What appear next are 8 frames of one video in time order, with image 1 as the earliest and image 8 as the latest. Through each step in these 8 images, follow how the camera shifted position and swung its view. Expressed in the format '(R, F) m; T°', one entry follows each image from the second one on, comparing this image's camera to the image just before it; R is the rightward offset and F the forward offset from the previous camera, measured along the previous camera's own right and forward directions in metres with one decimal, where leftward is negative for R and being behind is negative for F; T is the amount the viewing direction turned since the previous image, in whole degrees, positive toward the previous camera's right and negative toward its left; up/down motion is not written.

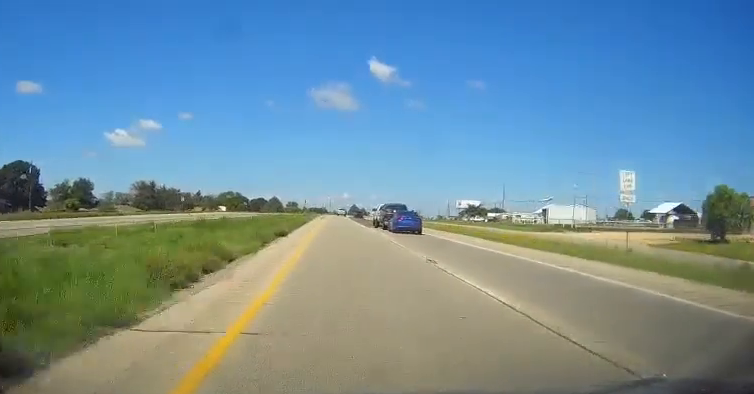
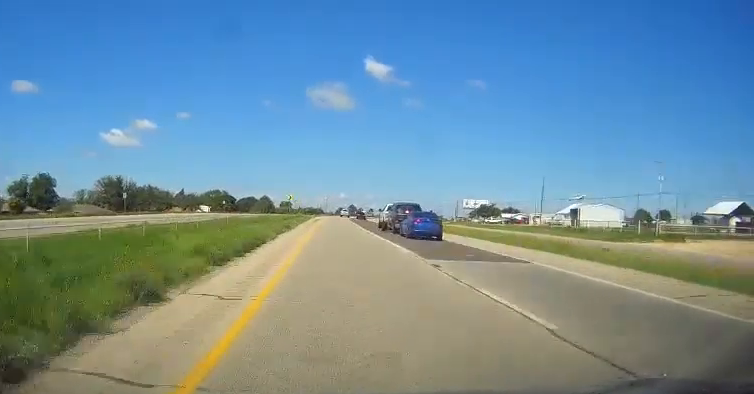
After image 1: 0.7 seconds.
(+0.4, +25.7) m; 0°
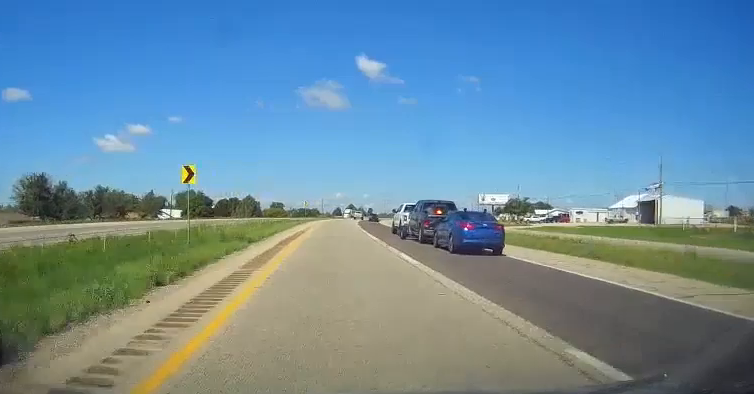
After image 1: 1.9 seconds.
(-0.6, +40.9) m; 0°
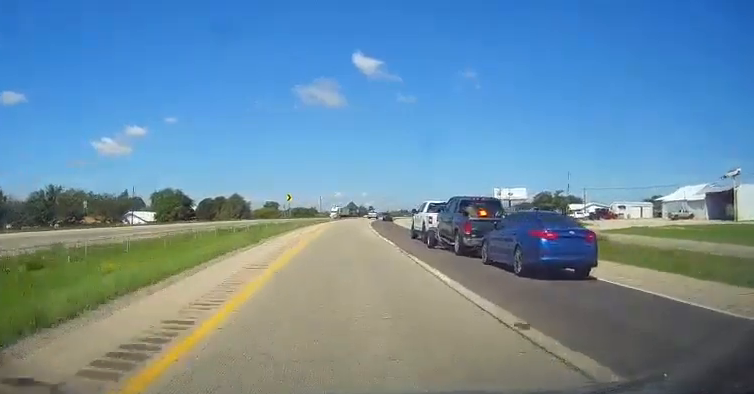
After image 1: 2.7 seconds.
(+0.7, +28.2) m; +1°
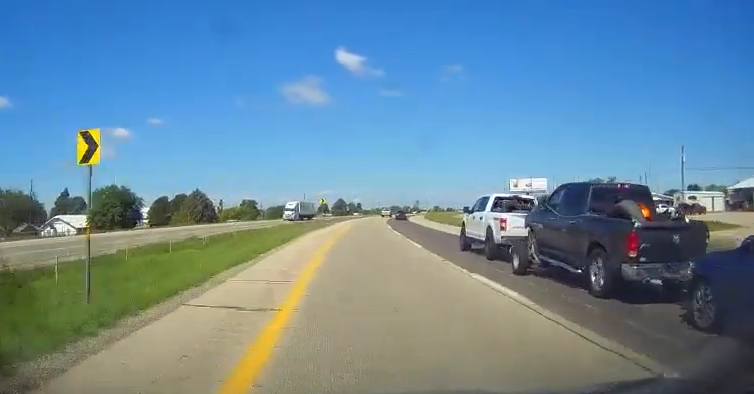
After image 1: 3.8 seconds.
(0.0, +38.7) m; +2°
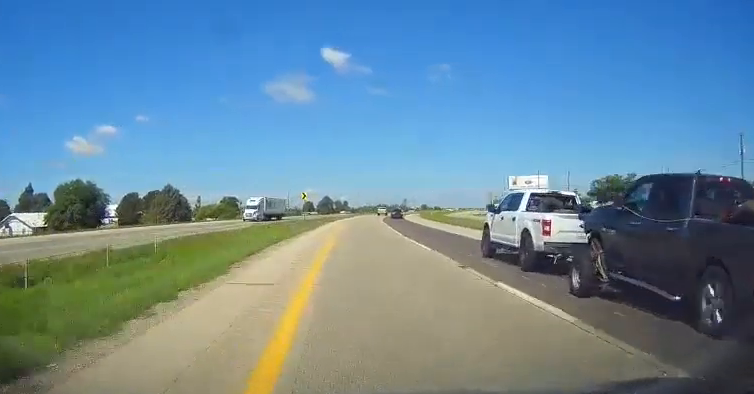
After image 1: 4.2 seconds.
(+0.3, +14.1) m; +1°
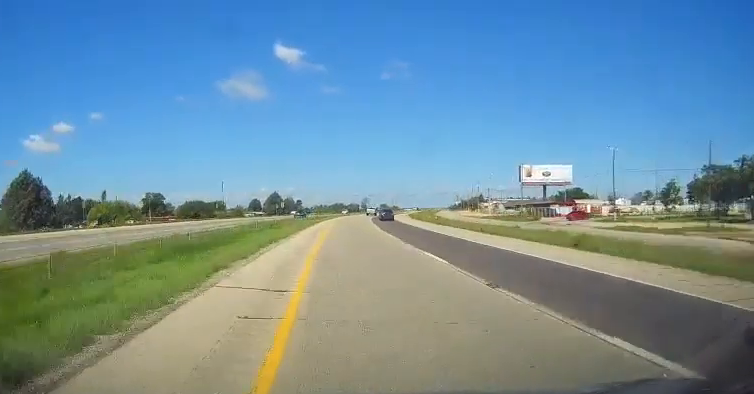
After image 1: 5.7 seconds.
(+2.4, +51.6) m; +4°
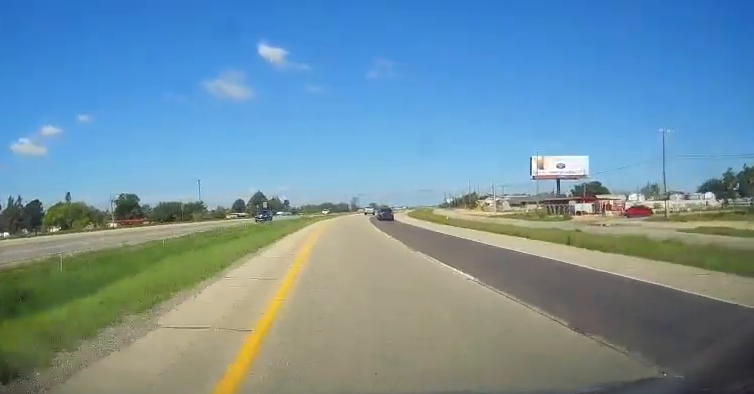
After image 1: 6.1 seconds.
(+0.2, +16.4) m; +1°
